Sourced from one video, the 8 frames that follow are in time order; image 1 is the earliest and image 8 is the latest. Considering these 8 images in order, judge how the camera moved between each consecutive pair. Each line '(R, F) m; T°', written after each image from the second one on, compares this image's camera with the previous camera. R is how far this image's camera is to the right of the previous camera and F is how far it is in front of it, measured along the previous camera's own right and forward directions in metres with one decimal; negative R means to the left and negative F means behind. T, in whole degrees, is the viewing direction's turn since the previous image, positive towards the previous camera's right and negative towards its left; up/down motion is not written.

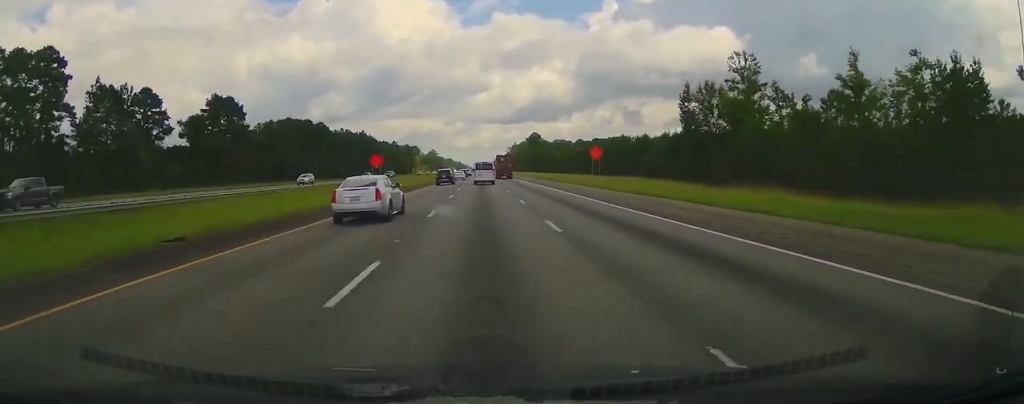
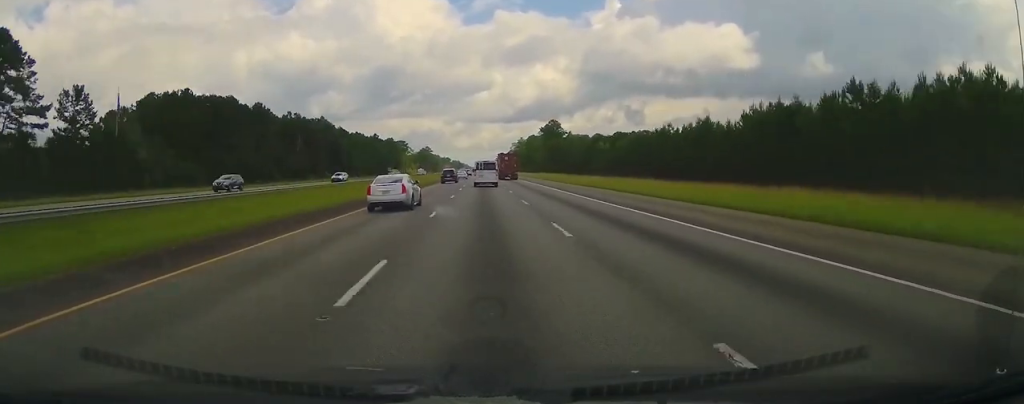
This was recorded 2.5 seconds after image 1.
(-0.2, +86.0) m; 0°
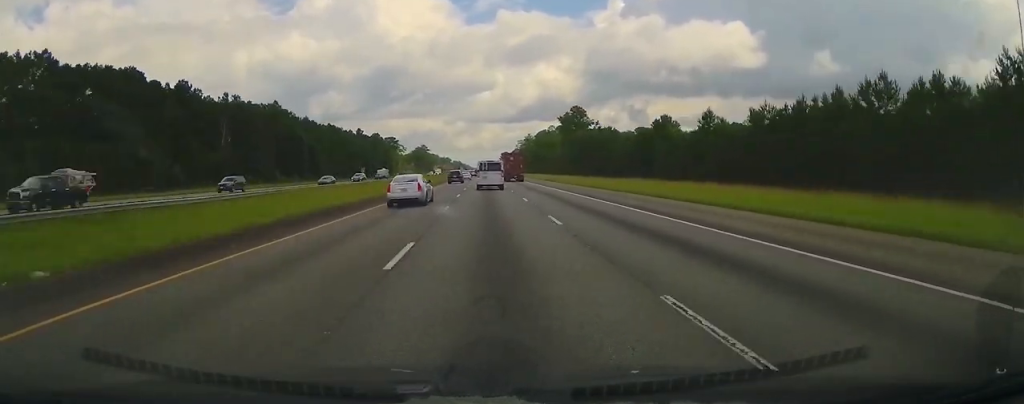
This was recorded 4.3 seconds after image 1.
(+0.2, +58.8) m; 0°
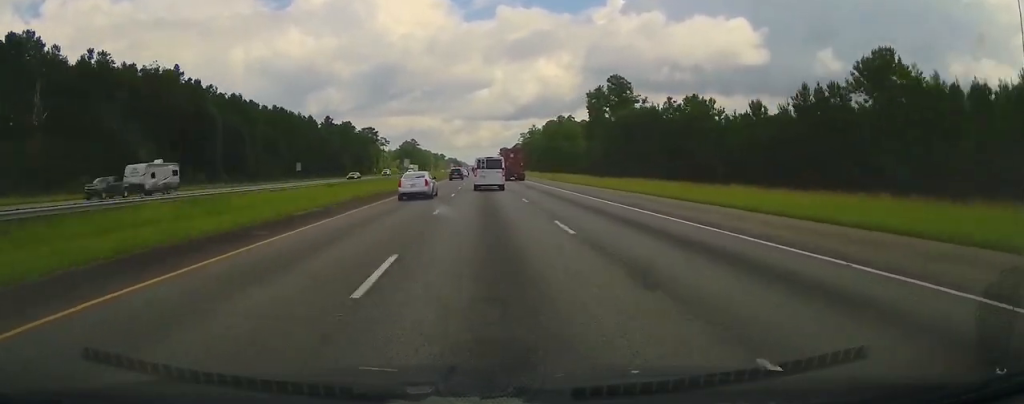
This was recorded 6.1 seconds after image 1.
(+0.5, +63.1) m; 0°
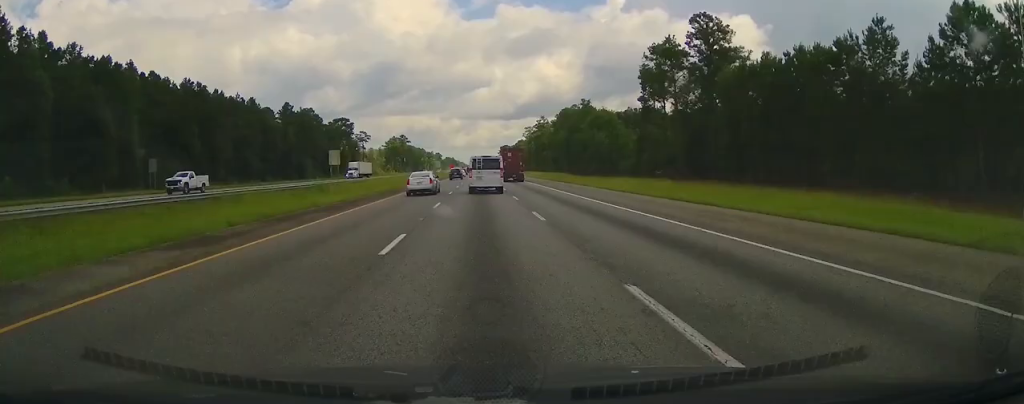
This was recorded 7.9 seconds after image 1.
(+0.1, +58.5) m; 0°
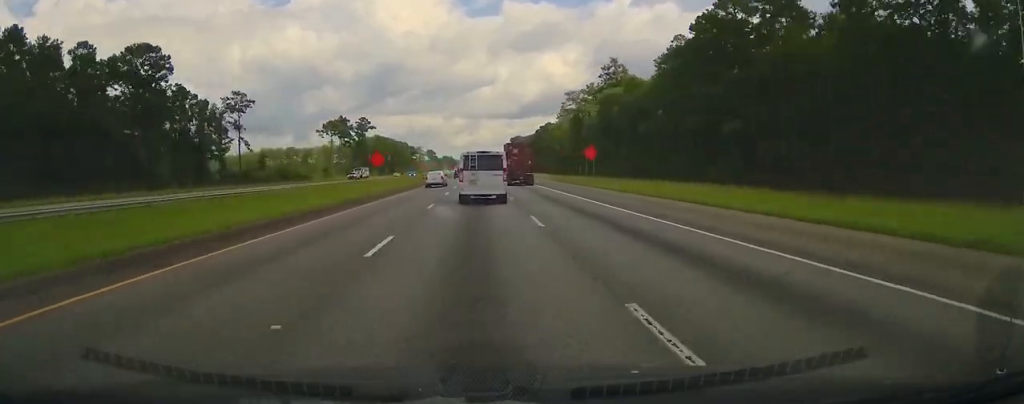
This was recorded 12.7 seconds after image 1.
(-1.3, +162.6) m; 0°
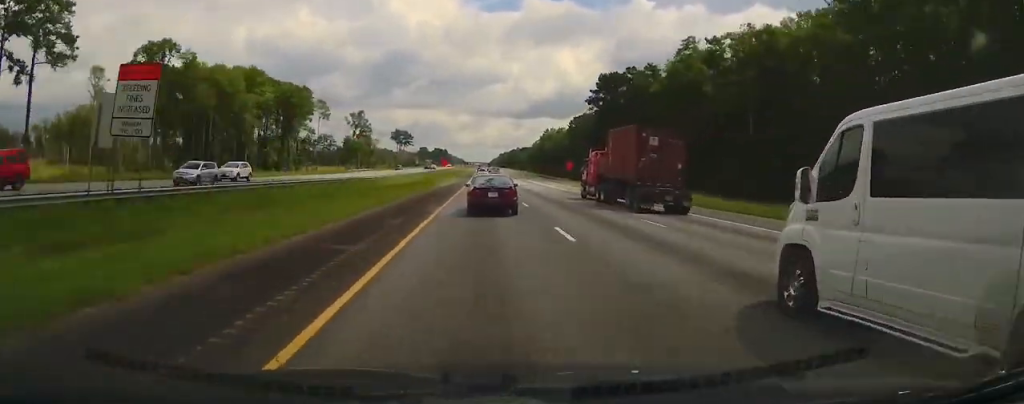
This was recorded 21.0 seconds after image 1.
(+1.4, +285.7) m; +1°
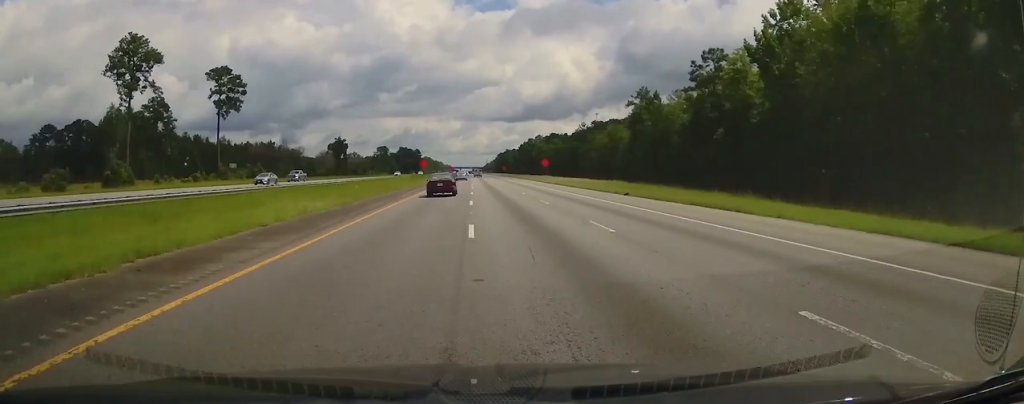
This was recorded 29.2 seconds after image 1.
(+2.0, +296.0) m; 0°
